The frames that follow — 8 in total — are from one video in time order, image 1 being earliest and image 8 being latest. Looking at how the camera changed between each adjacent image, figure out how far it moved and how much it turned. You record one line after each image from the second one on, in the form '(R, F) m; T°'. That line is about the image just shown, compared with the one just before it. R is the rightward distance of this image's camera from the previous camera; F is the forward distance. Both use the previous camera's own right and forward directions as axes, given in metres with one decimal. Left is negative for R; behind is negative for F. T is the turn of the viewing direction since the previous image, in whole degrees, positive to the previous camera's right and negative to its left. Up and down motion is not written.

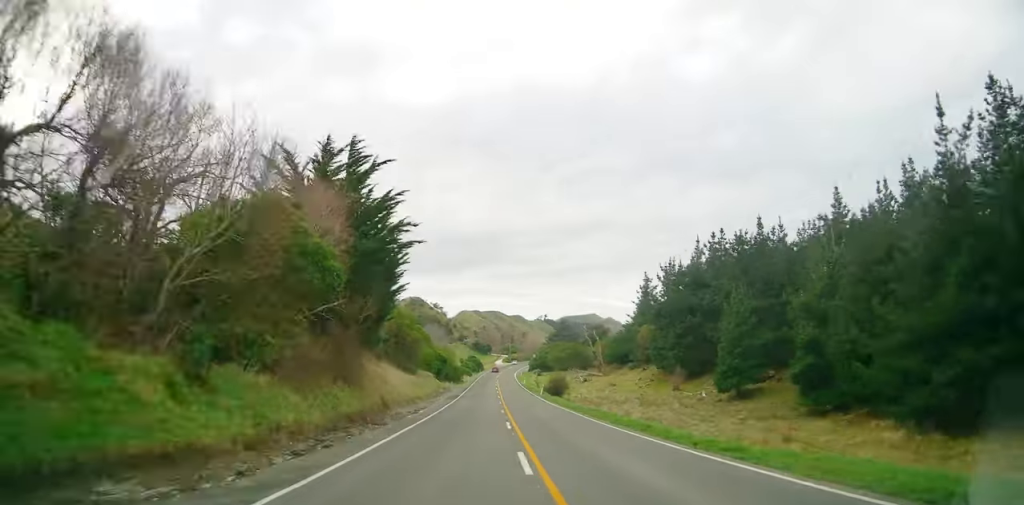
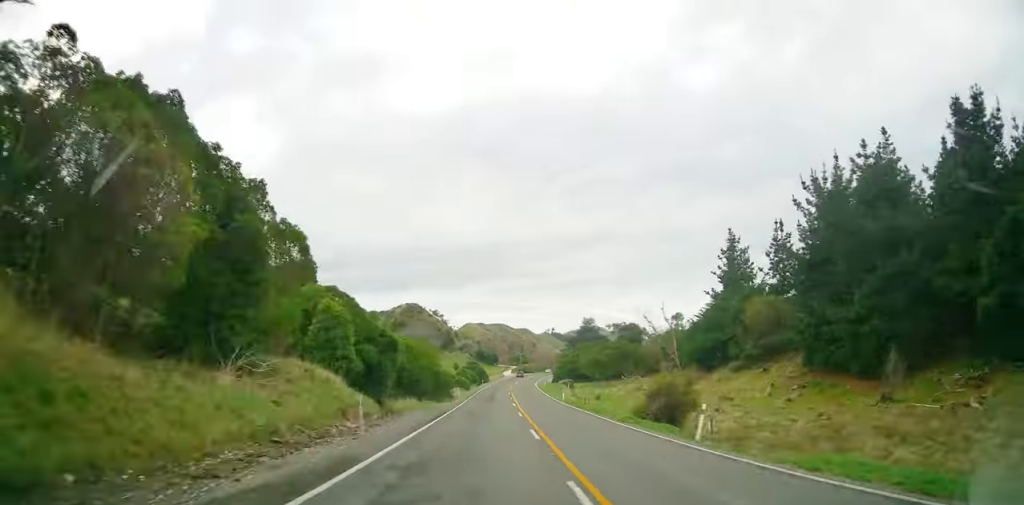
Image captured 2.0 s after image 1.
(-0.1, +43.0) m; +1°
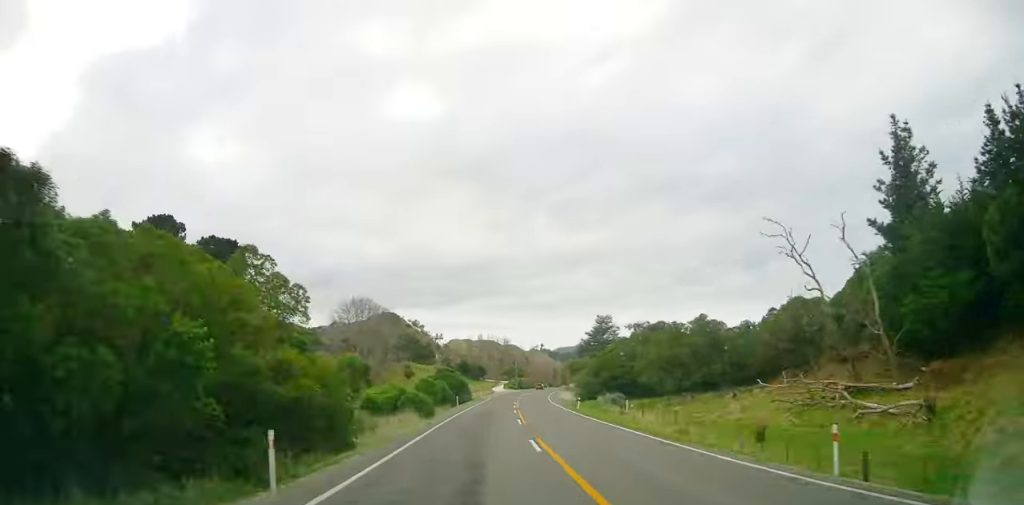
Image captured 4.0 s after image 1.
(-1.0, +42.7) m; +1°
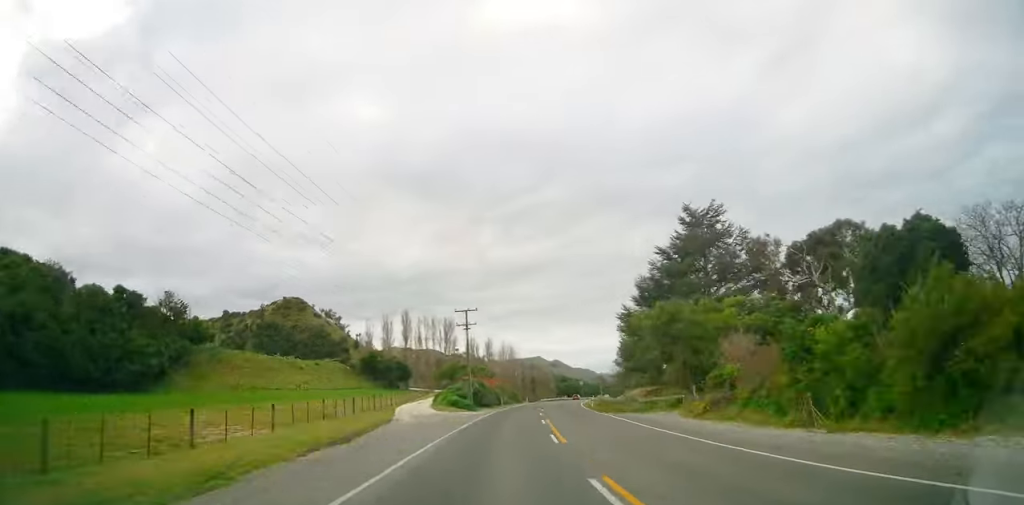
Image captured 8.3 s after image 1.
(+4.5, +89.2) m; +8°
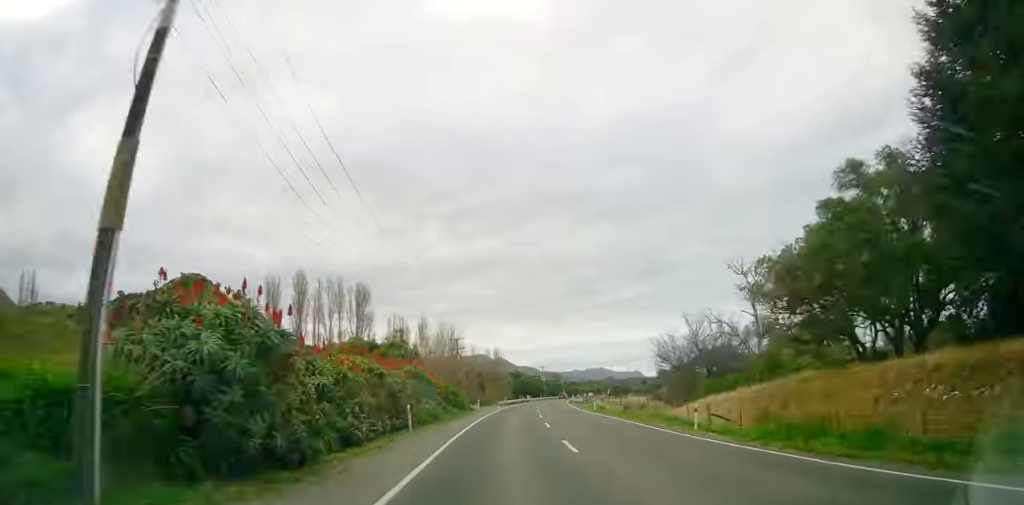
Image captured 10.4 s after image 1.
(+3.7, +44.3) m; +4°
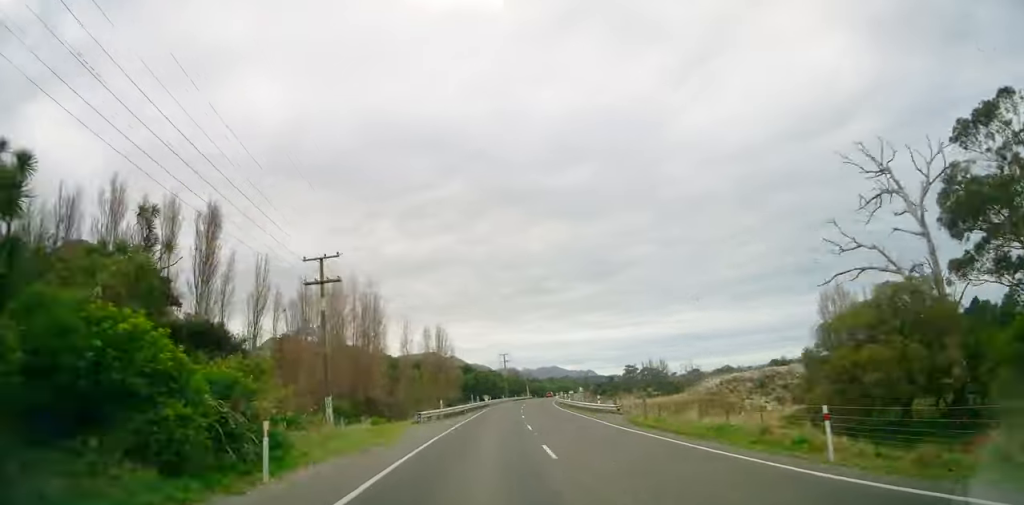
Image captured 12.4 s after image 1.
(+0.8, +41.7) m; +4°
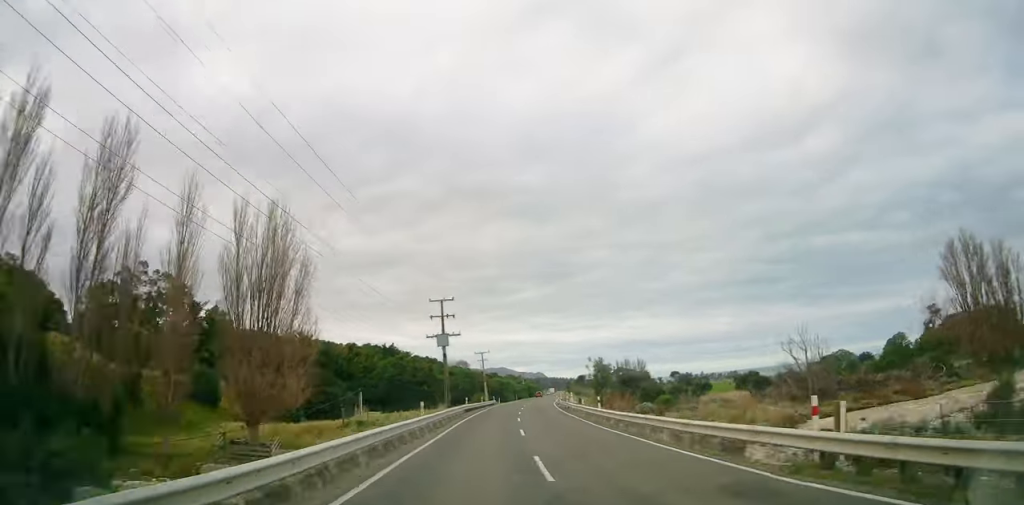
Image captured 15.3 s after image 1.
(+3.3, +61.9) m; +5°
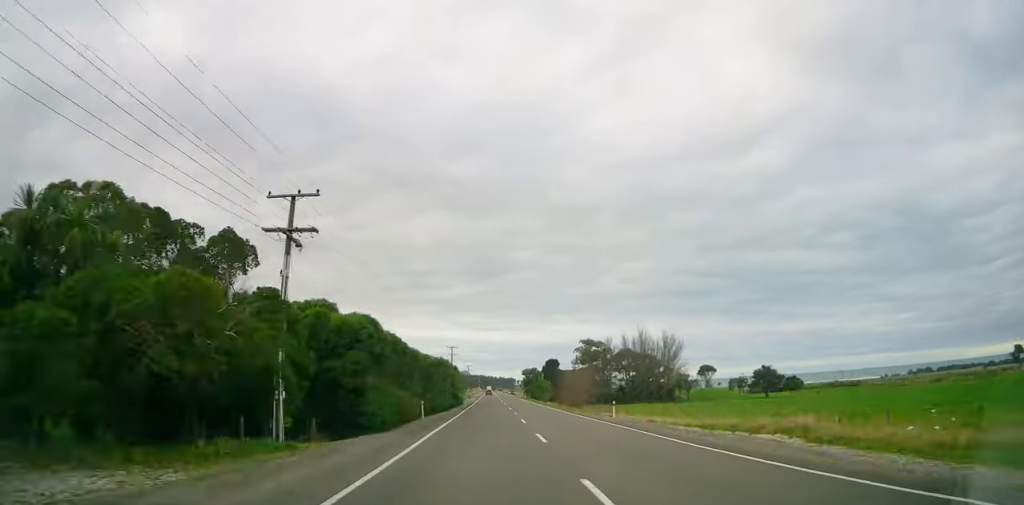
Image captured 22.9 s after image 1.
(+12.0, +164.5) m; +5°
